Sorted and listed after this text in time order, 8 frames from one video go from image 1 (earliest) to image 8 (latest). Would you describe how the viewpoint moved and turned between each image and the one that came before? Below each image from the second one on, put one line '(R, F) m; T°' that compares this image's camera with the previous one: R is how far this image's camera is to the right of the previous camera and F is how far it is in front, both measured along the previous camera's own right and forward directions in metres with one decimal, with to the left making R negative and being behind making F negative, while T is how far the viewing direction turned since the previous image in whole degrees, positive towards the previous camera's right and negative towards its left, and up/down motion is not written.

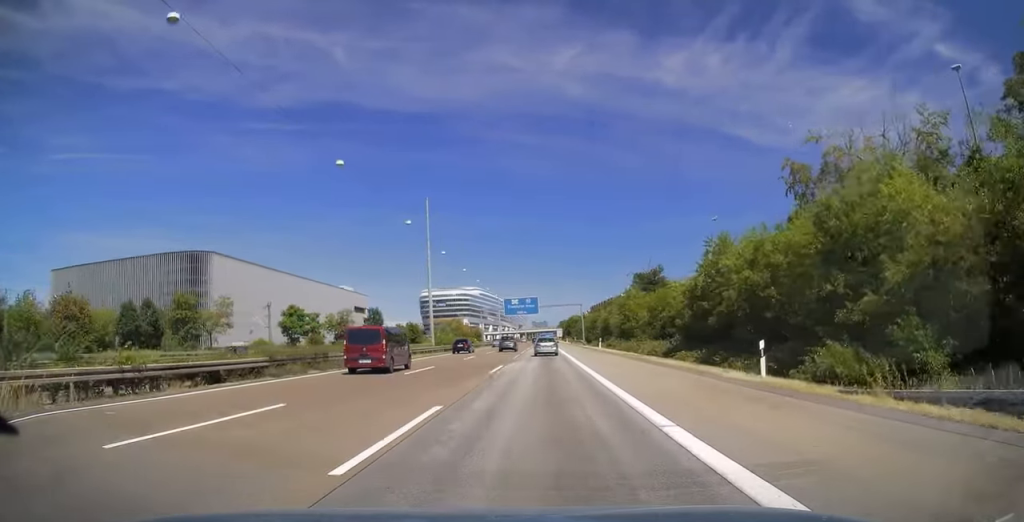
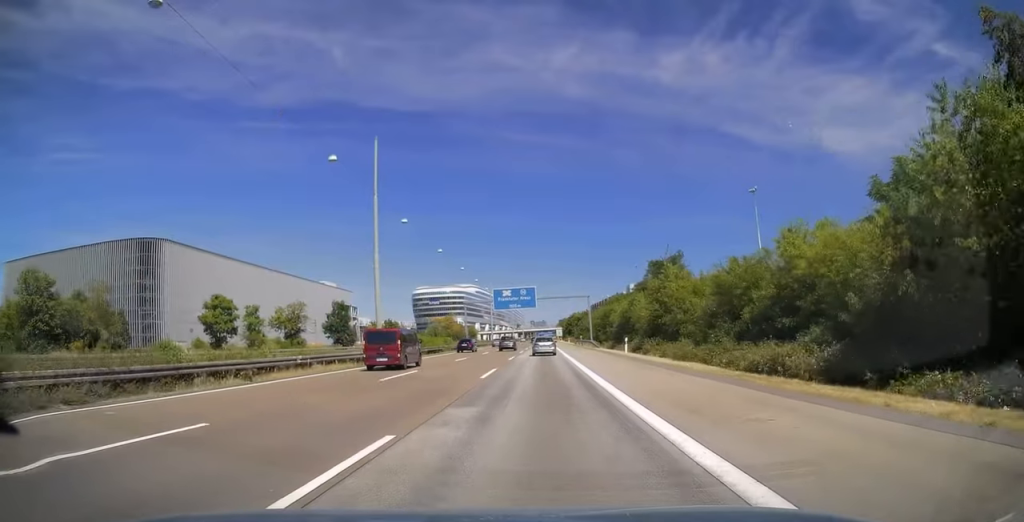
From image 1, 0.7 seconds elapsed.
(-0.3, +21.0) m; 0°
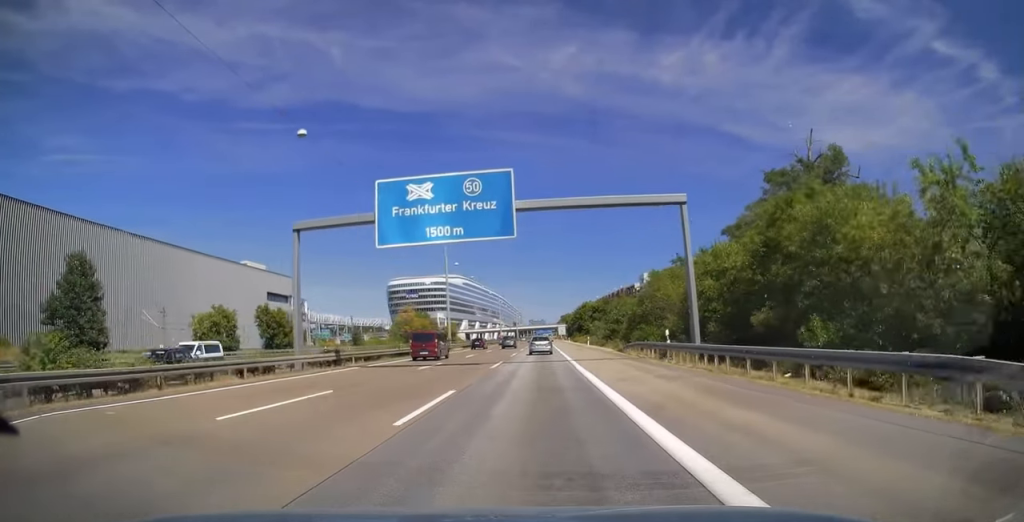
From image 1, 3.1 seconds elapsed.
(+1.6, +64.4) m; +1°
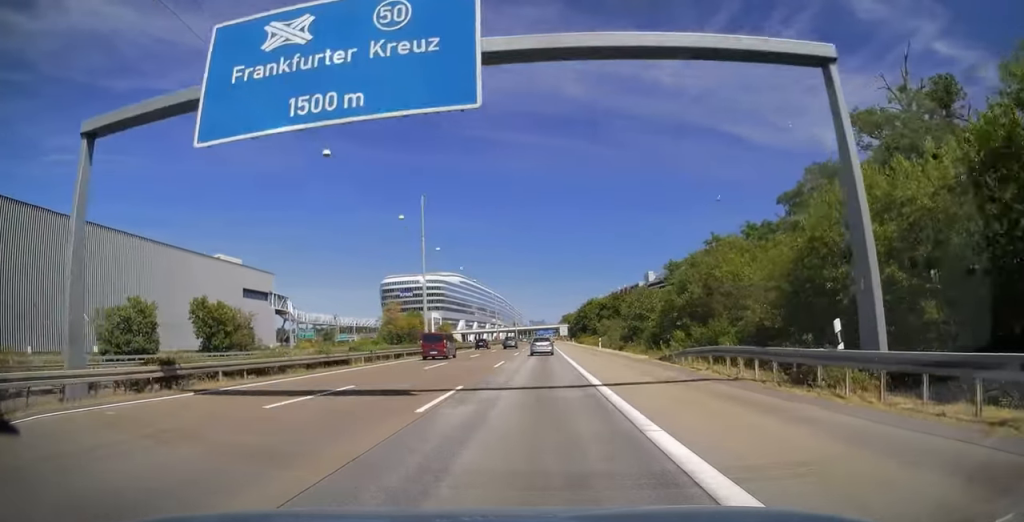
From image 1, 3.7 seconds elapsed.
(-0.2, +16.0) m; -1°
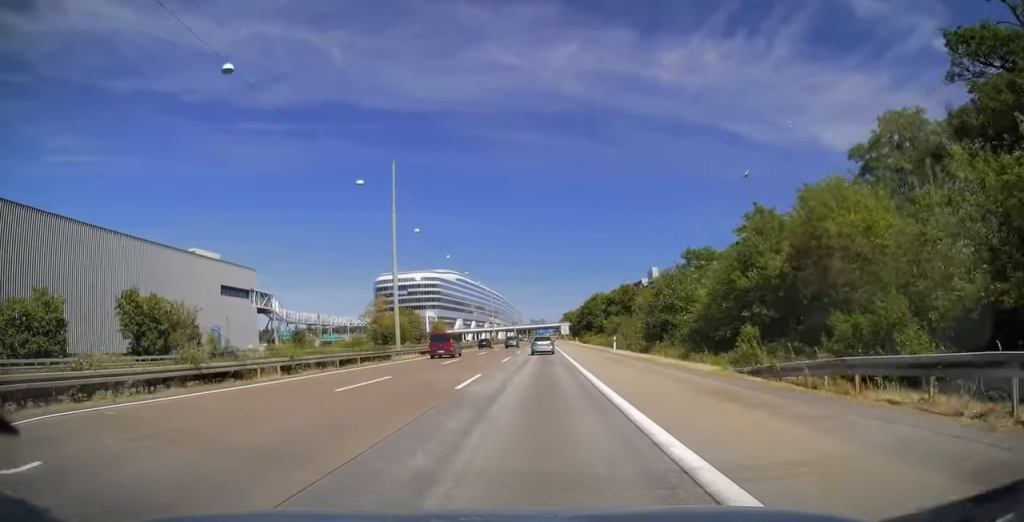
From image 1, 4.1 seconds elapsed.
(0.0, +12.7) m; 0°
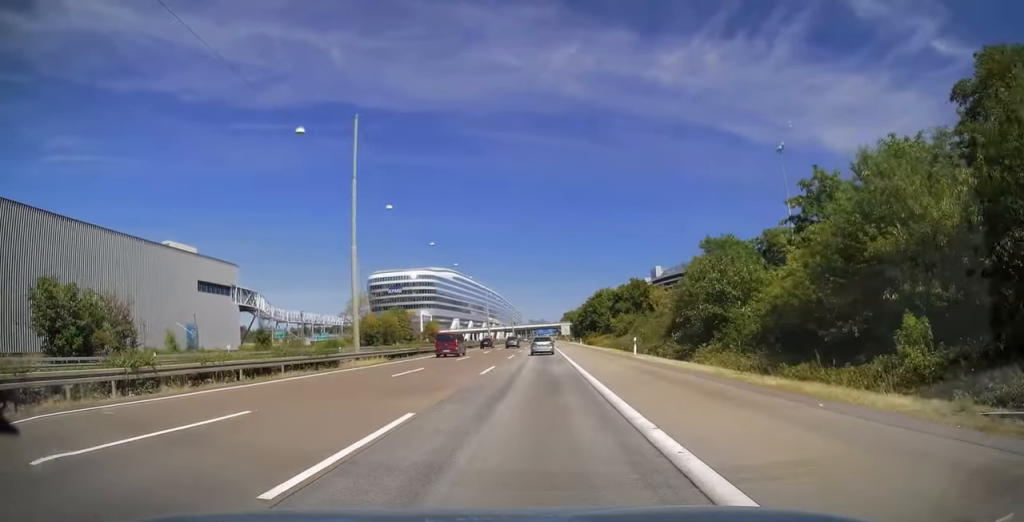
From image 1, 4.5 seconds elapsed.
(0.0, +11.4) m; 0°
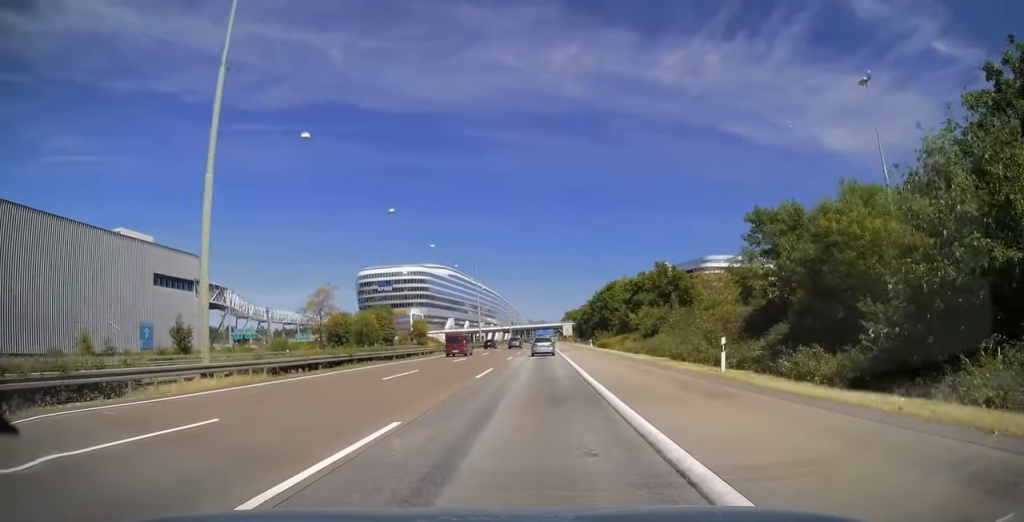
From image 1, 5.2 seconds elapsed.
(0.0, +19.1) m; 0°
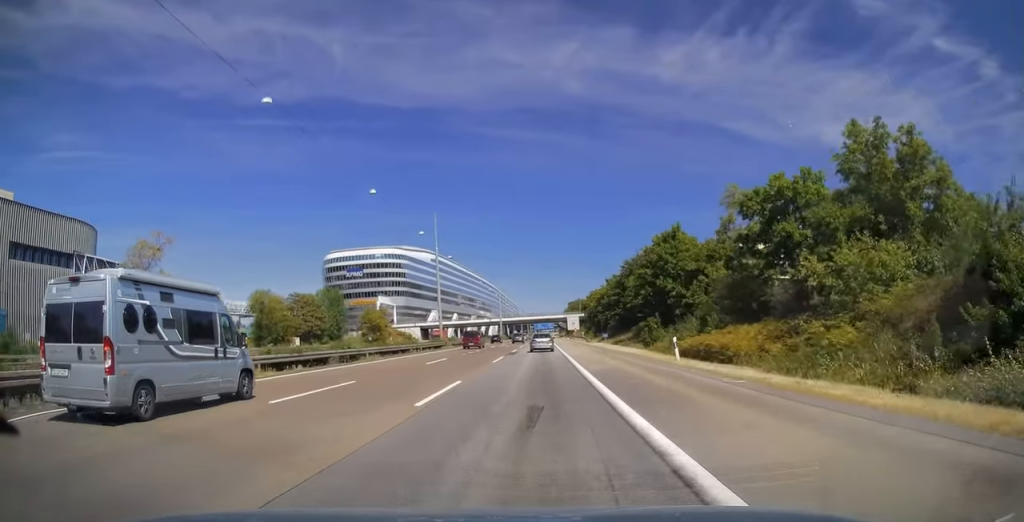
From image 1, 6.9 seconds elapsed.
(+0.1, +45.0) m; +1°
